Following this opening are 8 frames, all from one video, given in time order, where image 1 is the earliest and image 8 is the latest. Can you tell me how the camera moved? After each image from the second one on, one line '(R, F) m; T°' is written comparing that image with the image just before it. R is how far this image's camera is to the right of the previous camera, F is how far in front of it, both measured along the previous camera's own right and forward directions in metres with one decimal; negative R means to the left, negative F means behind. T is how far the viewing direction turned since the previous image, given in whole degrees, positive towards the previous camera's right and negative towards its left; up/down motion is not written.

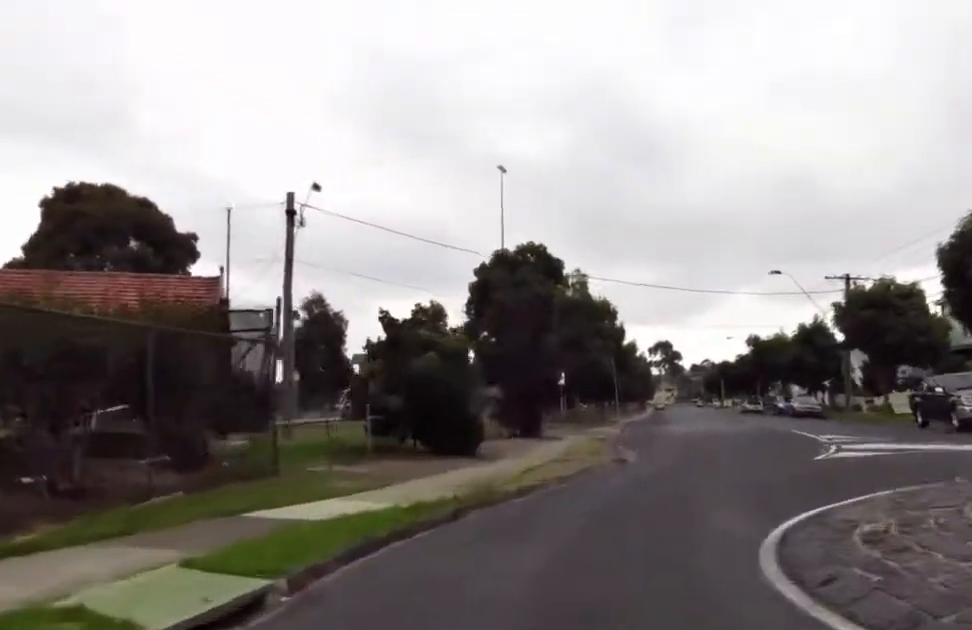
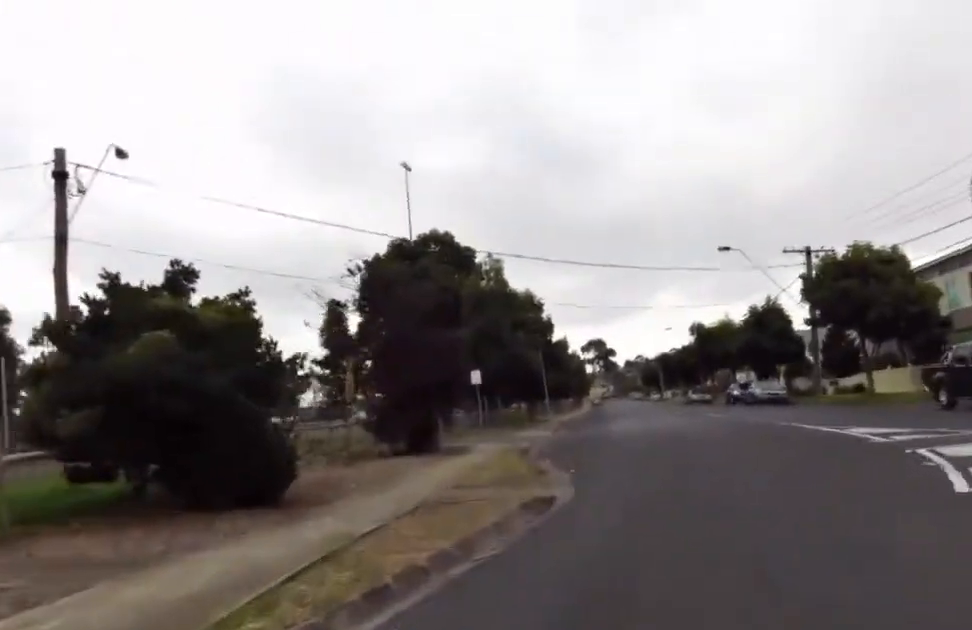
(-1.0, +6.8) m; -8°
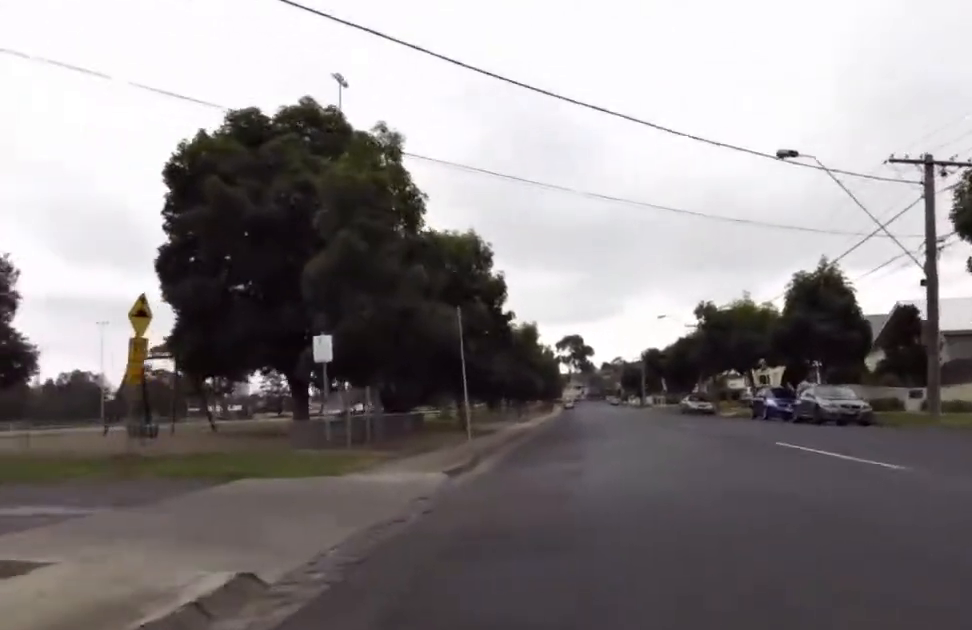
(+1.4, +16.0) m; +14°
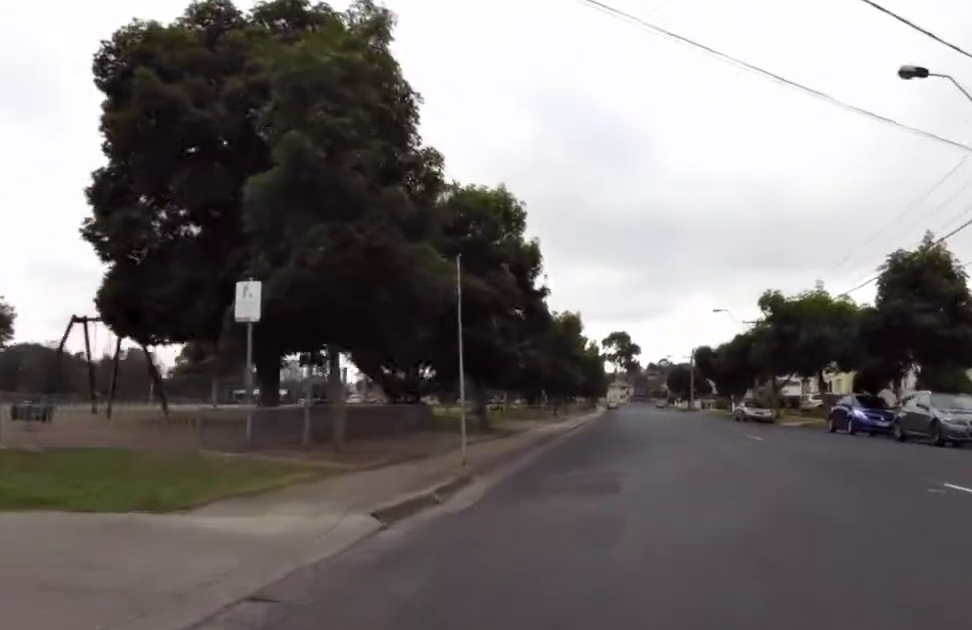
(+0.3, +5.9) m; -3°
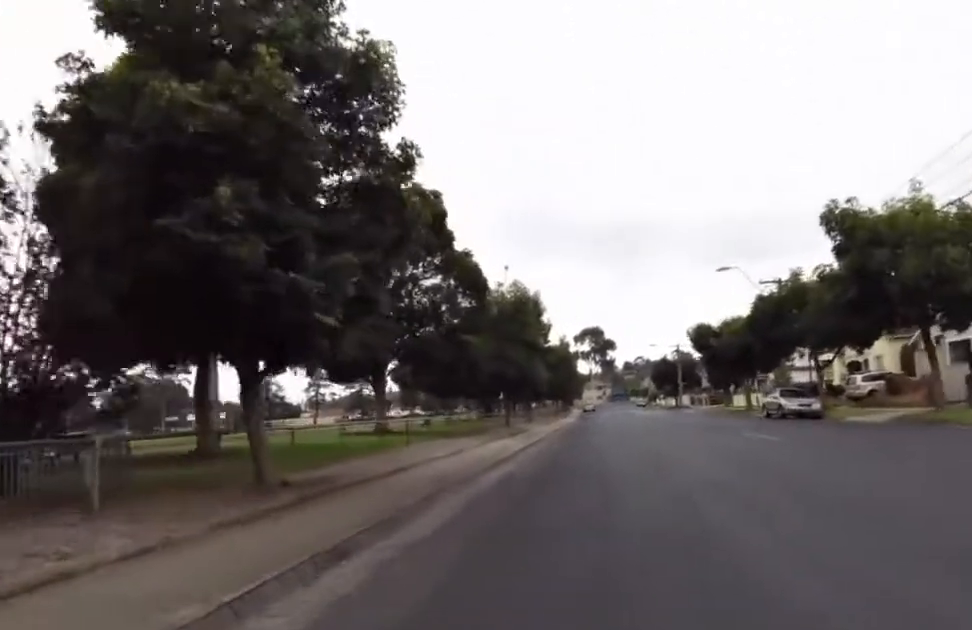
(-2.3, +16.1) m; -7°
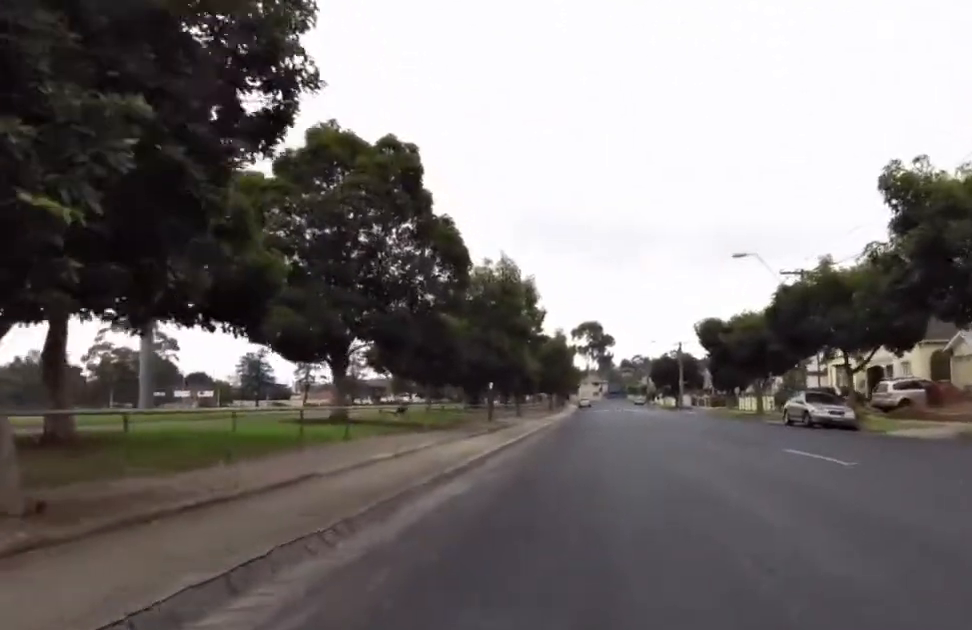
(+0.1, +4.9) m; +4°
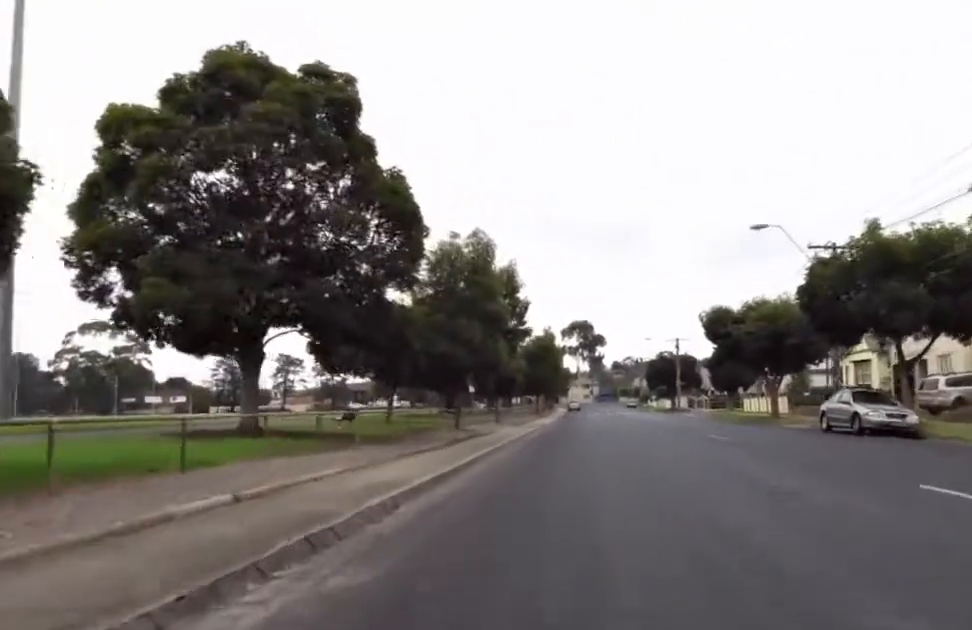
(+0.6, +6.6) m; +5°
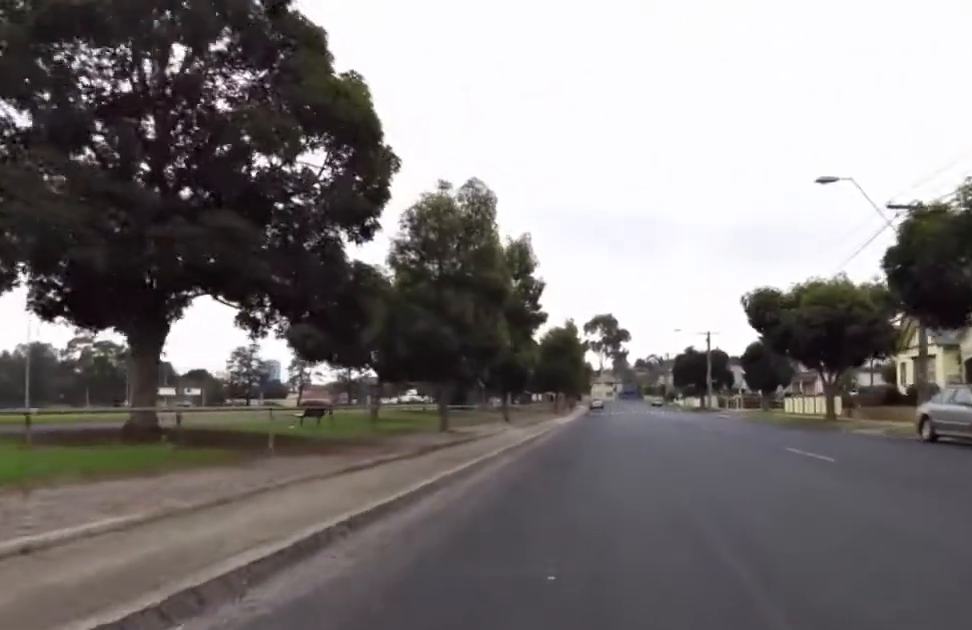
(0.0, +6.4) m; -5°
